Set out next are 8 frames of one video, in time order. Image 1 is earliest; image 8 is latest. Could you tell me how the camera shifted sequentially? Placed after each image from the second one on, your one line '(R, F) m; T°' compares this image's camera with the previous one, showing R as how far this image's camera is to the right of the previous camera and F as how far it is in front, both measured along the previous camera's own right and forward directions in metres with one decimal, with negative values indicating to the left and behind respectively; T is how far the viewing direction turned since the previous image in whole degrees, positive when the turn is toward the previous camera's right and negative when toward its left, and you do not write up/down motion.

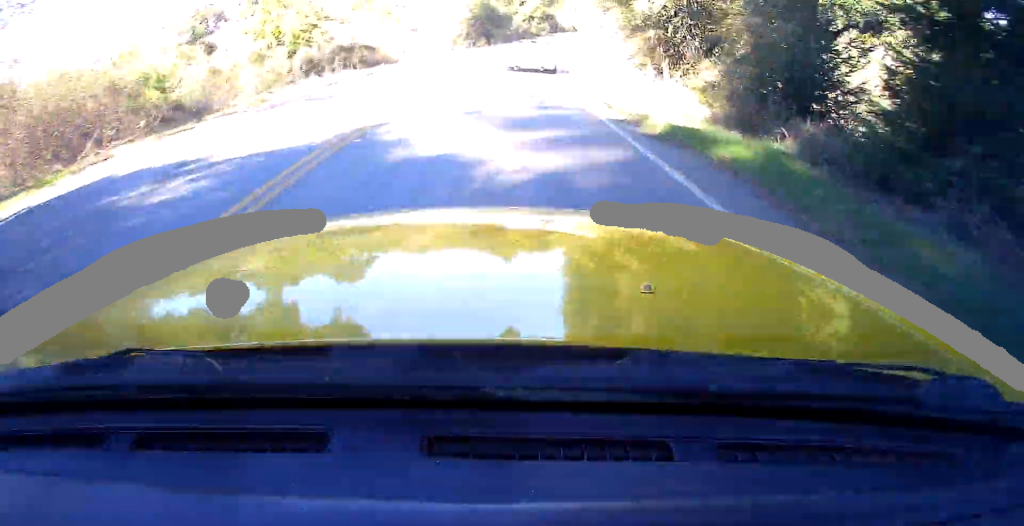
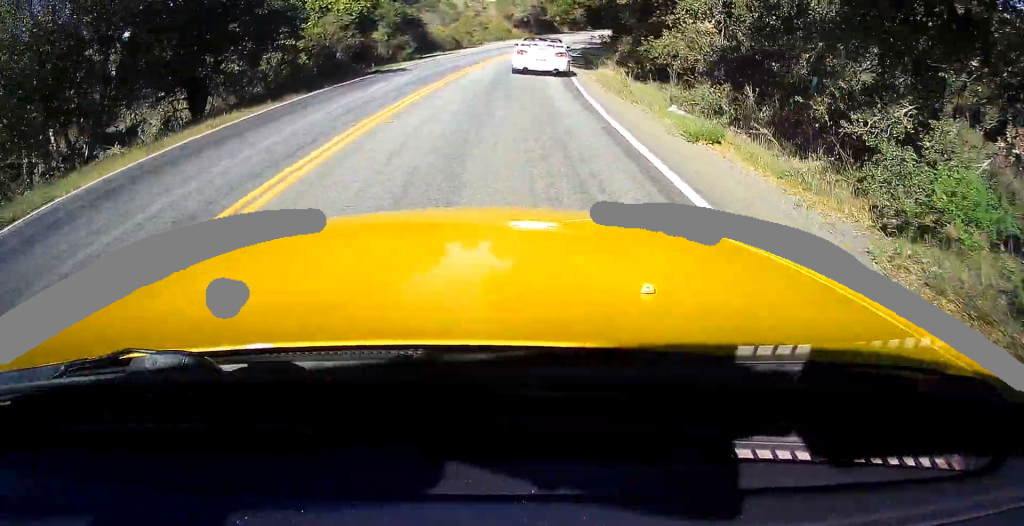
(+1.5, +41.7) m; +7°
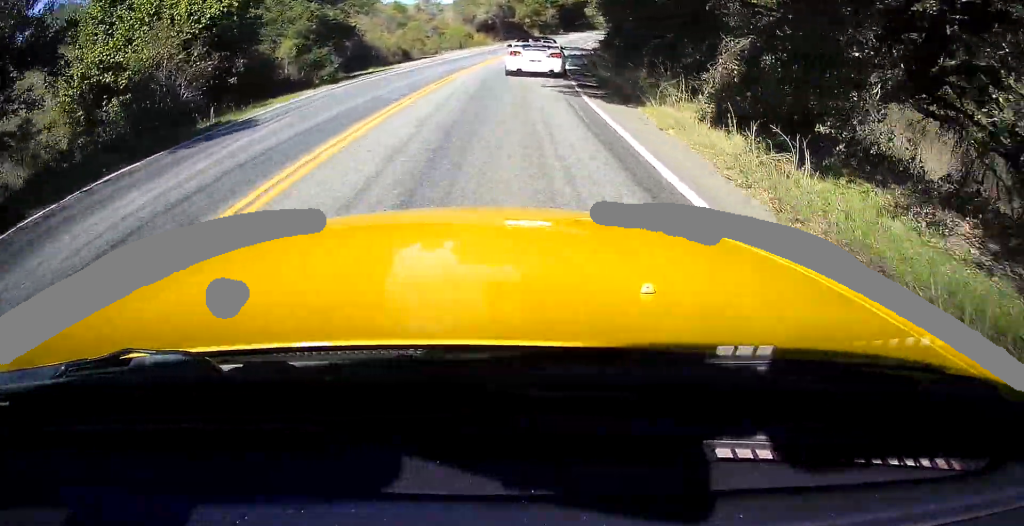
(+0.4, +12.6) m; +4°
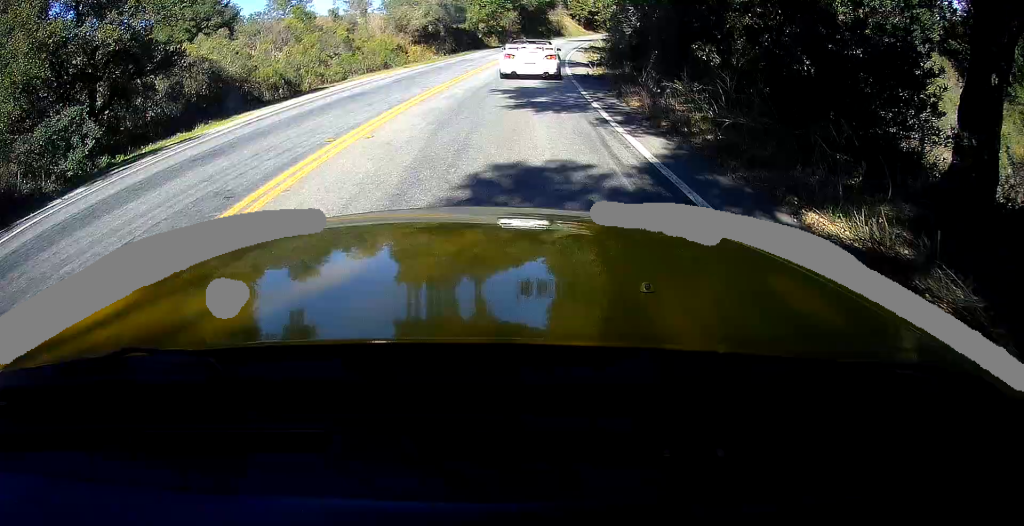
(+0.5, +17.7) m; +6°
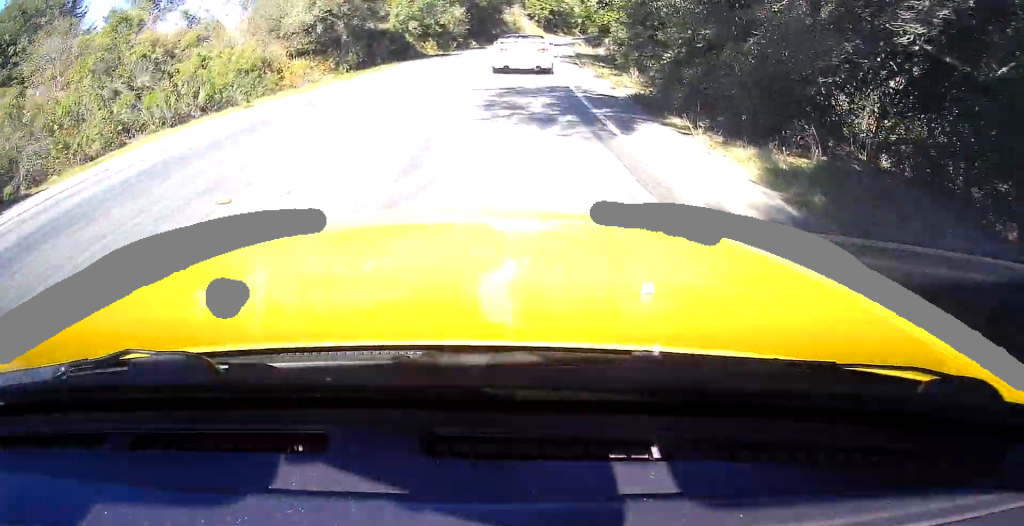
(+1.3, +17.5) m; +6°
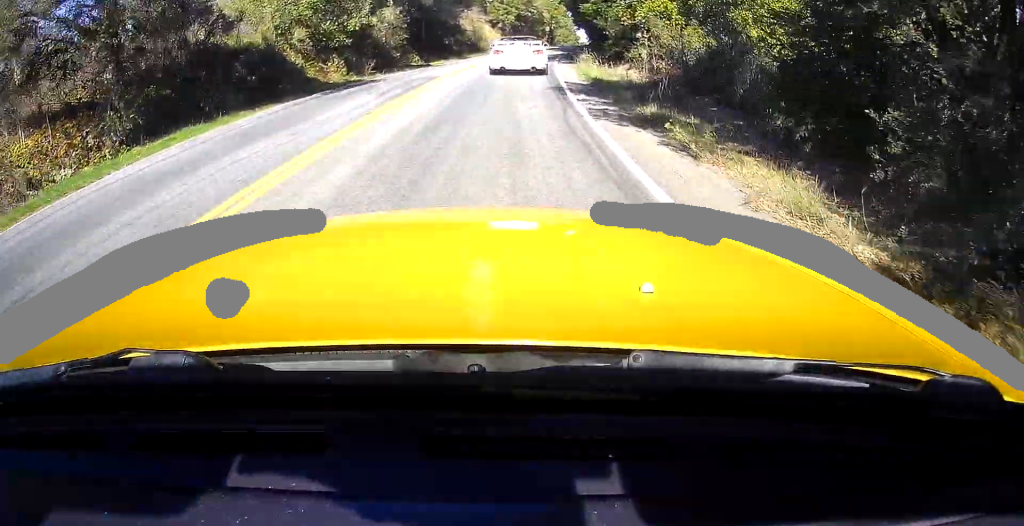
(+0.9, +16.3) m; +5°
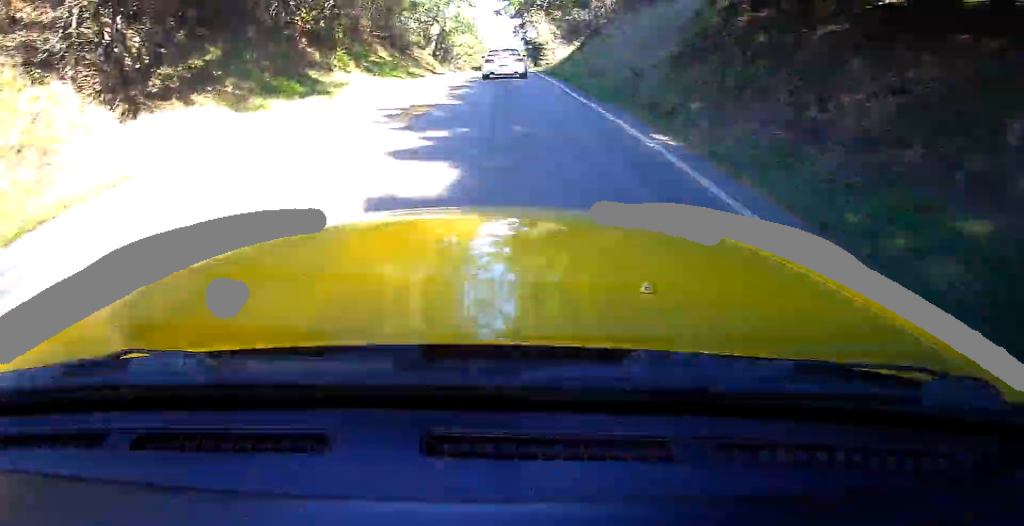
(+8.4, +71.2) m; +14°
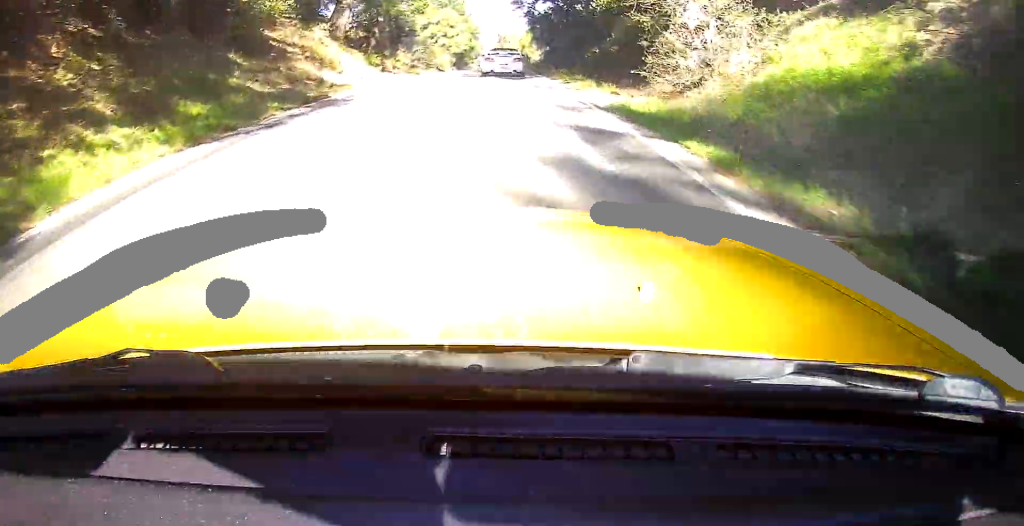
(+4.8, +33.1) m; +20°
